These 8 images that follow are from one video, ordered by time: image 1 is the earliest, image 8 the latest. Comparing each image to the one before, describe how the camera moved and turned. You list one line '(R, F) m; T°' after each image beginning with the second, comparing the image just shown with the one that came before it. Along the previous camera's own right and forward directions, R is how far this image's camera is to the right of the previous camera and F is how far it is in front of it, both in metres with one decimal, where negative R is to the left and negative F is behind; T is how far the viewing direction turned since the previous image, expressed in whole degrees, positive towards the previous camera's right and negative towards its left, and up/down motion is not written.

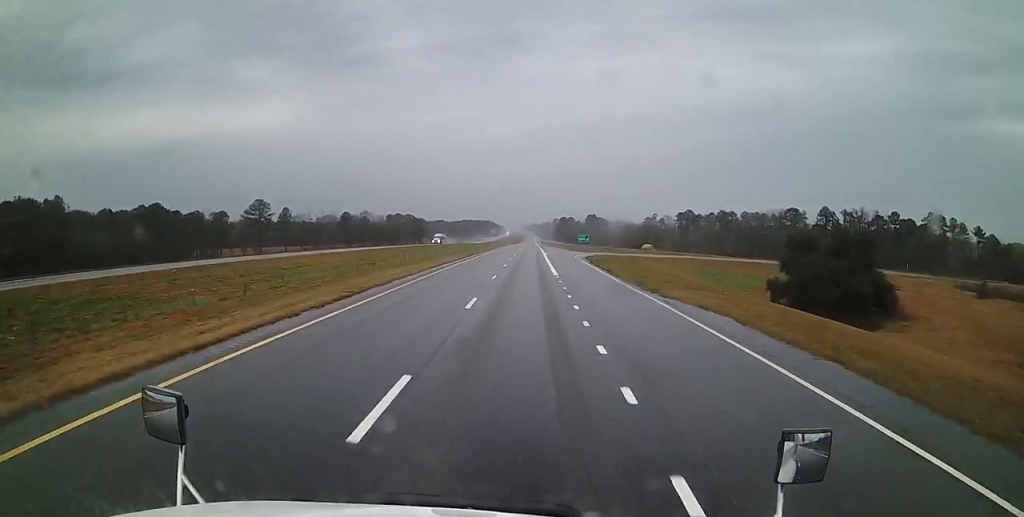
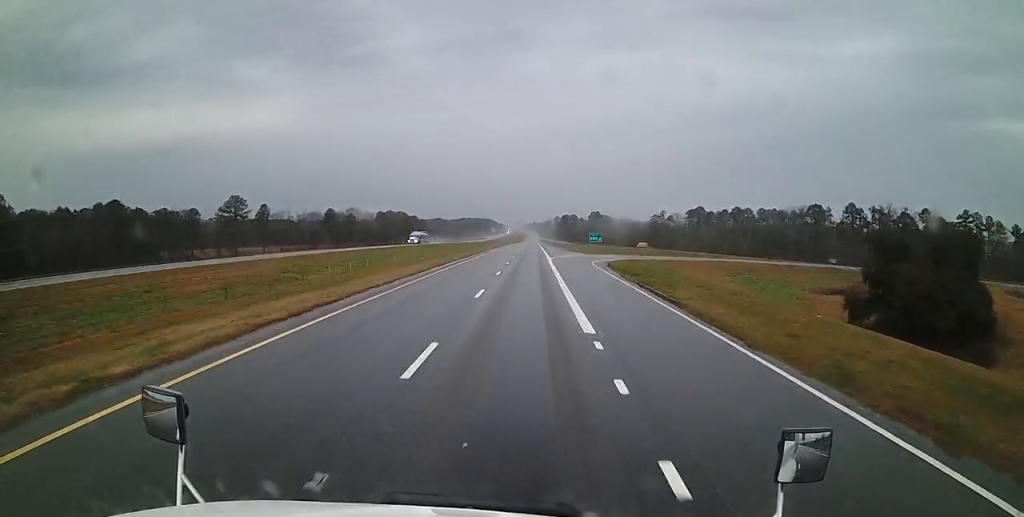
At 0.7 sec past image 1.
(-0.1, +22.0) m; 0°
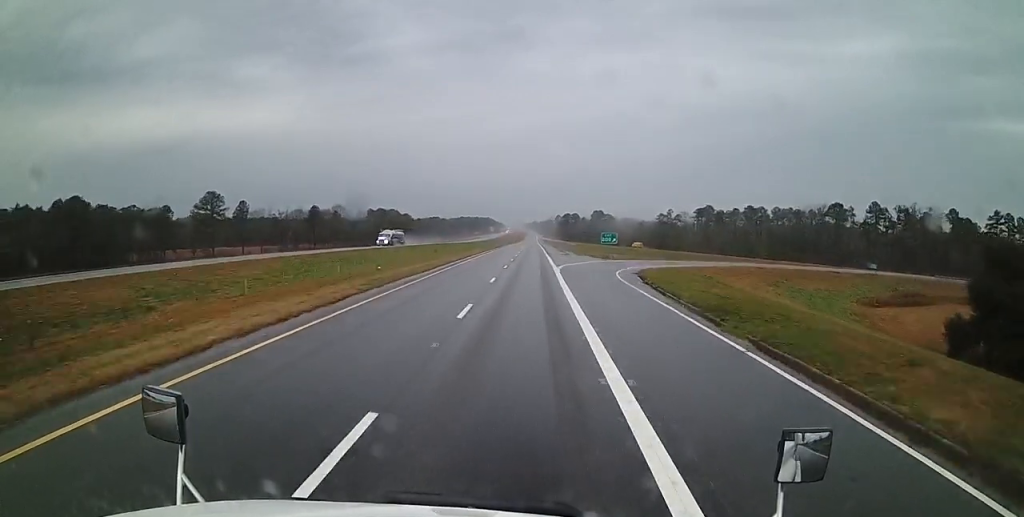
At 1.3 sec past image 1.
(0.0, +17.6) m; 0°
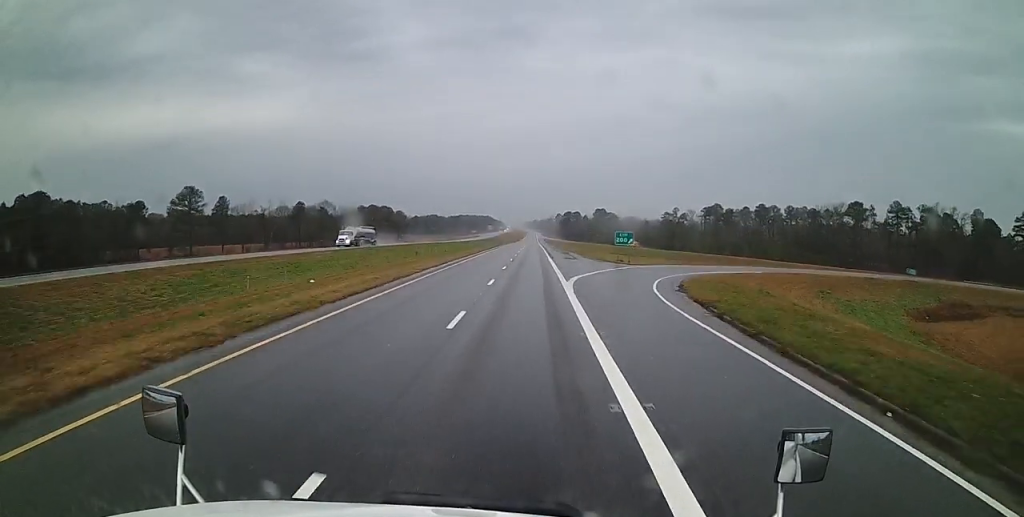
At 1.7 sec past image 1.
(+0.2, +14.3) m; 0°
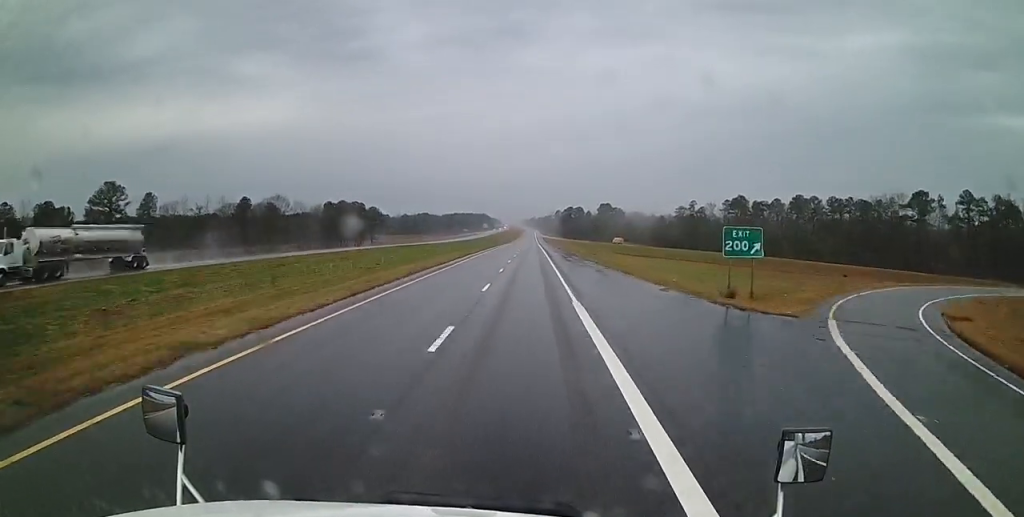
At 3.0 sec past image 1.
(0.0, +39.6) m; 0°
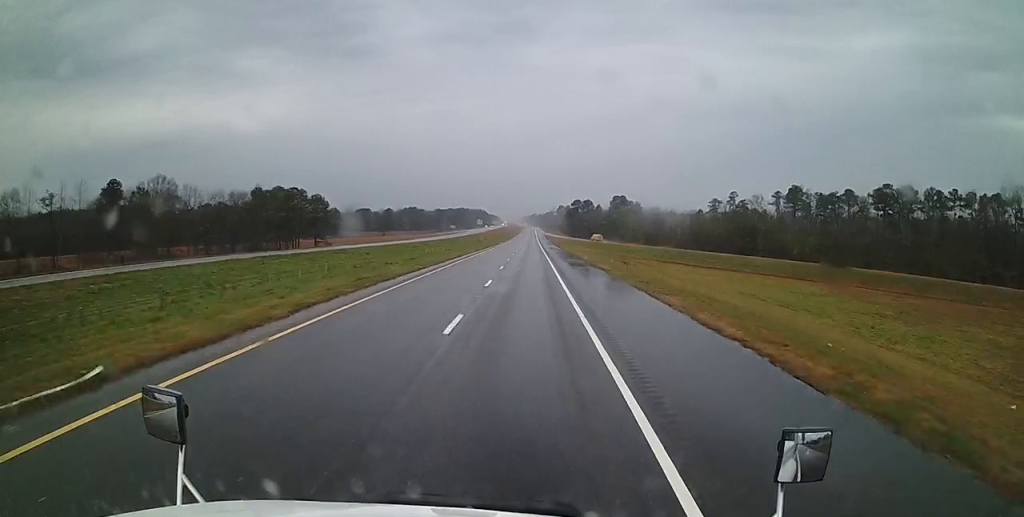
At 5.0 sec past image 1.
(-0.6, +58.5) m; -1°
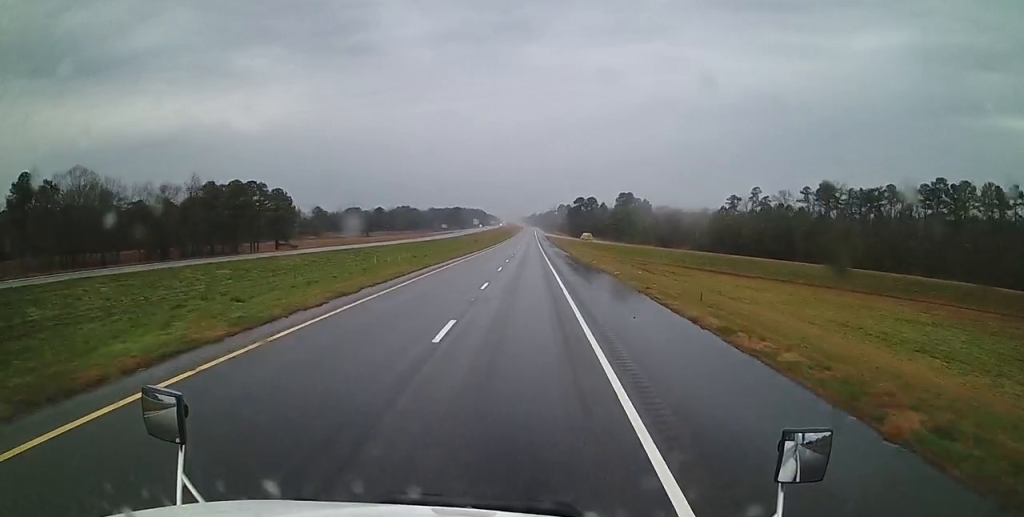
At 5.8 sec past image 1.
(+0.2, +25.0) m; +1°
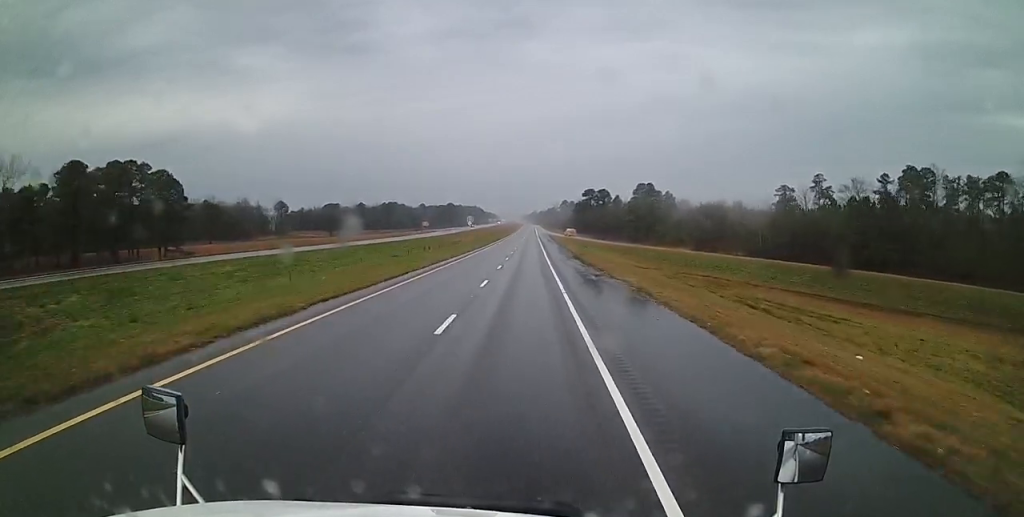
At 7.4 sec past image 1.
(+0.3, +46.6) m; -1°
